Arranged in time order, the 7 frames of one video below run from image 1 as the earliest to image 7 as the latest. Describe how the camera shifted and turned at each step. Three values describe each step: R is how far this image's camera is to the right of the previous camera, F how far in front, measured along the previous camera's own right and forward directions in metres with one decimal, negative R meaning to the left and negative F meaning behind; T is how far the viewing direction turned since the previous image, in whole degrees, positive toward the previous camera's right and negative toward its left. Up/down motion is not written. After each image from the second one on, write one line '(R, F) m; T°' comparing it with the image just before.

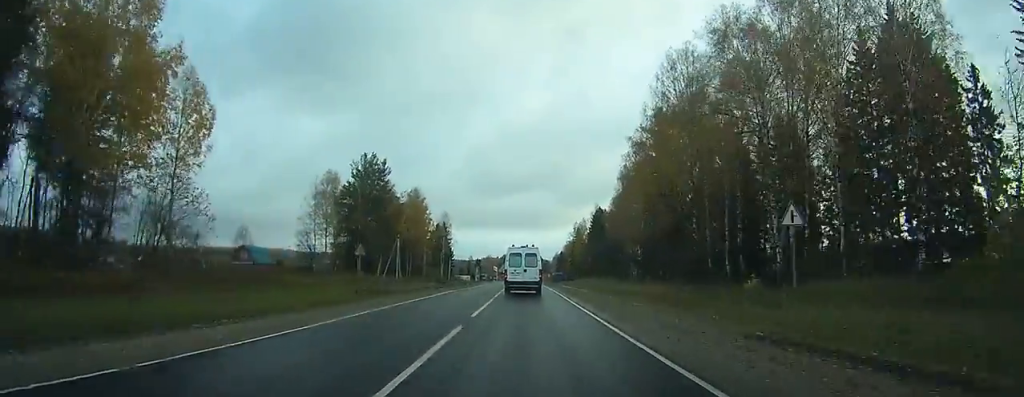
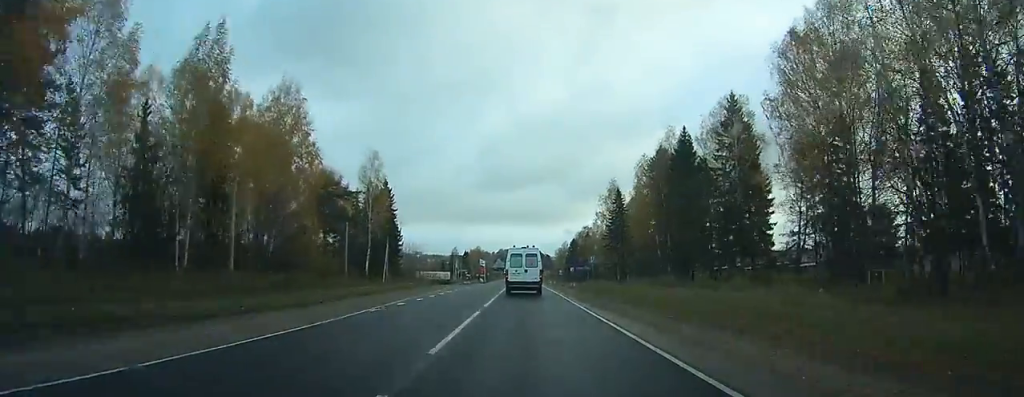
(+0.1, +78.7) m; 0°
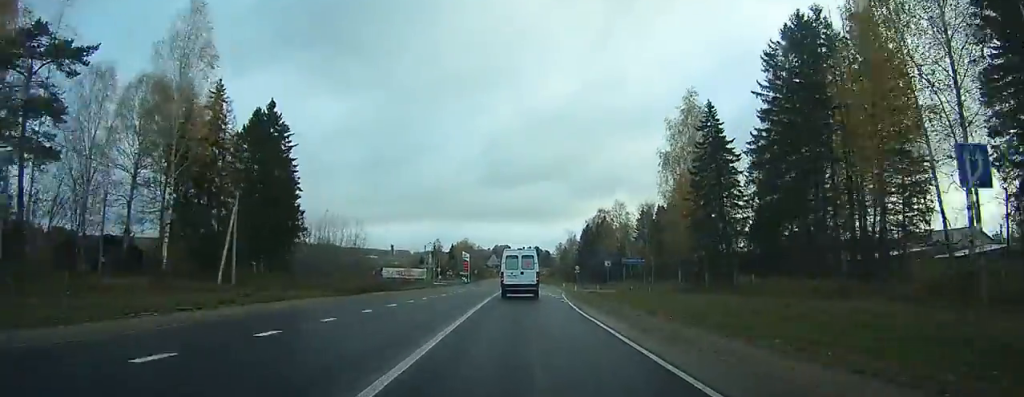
(+0.2, +51.5) m; 0°
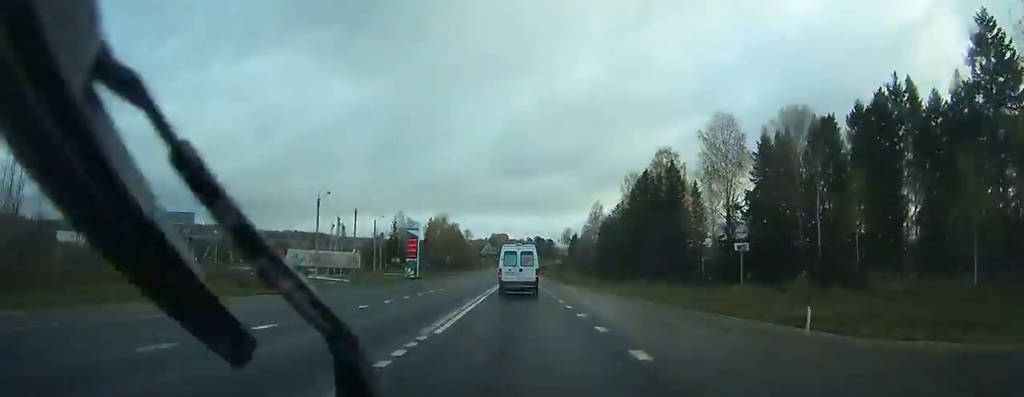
(-0.5, +75.9) m; 0°
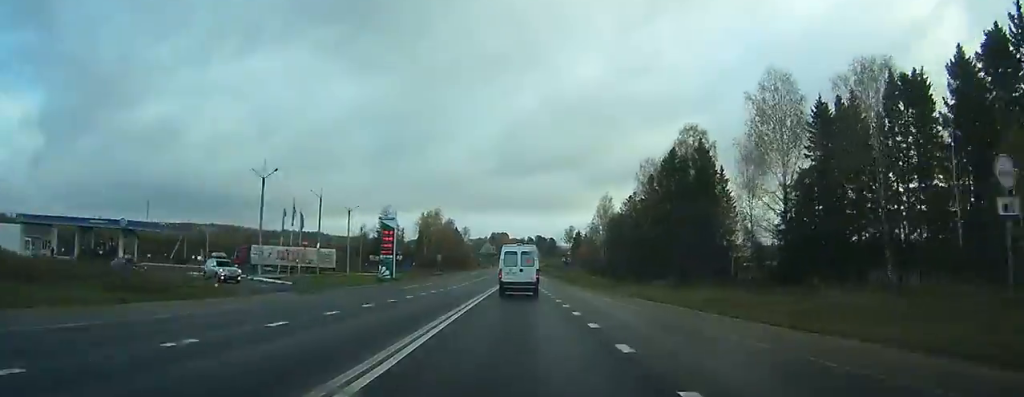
(+0.1, +15.3) m; 0°
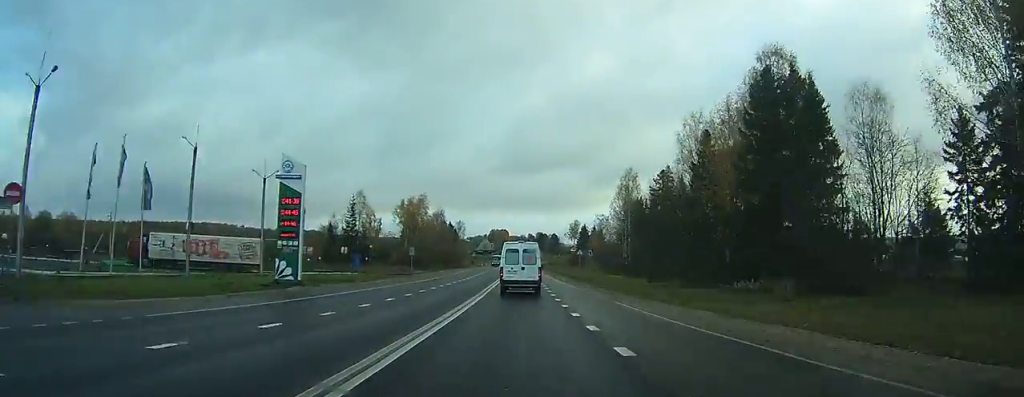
(0.0, +28.1) m; 0°
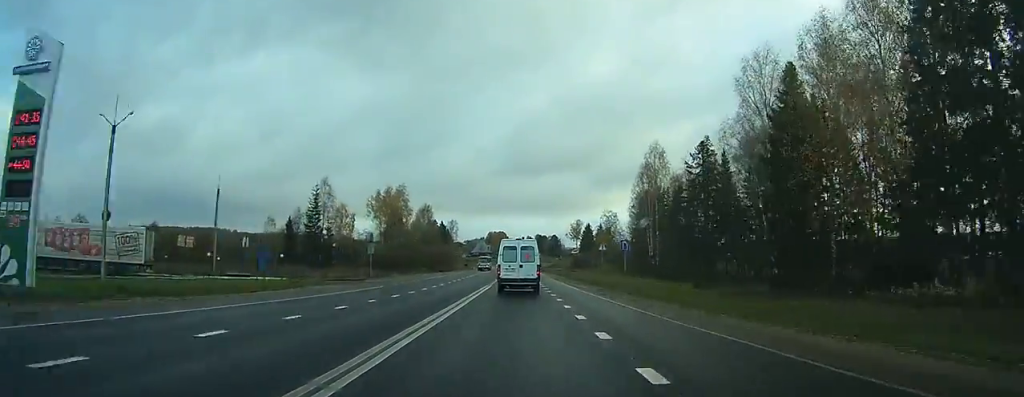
(0.0, +22.2) m; 0°
